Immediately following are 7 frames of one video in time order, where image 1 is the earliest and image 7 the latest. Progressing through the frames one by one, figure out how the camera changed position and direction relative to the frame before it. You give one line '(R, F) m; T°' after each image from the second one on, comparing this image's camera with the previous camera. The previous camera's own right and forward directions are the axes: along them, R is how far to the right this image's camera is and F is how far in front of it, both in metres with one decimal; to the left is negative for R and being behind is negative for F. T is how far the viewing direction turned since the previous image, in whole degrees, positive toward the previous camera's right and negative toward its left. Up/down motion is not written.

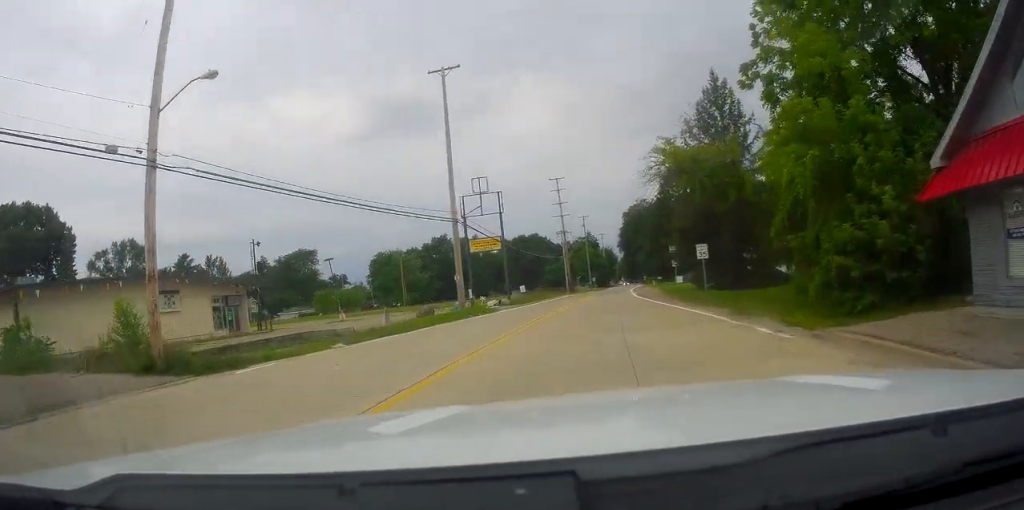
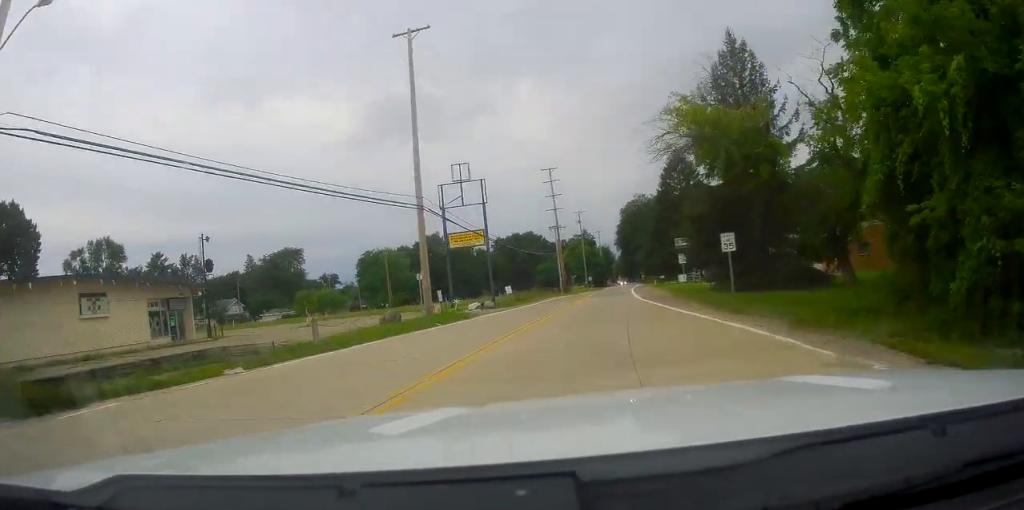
(-0.1, +7.3) m; +1°
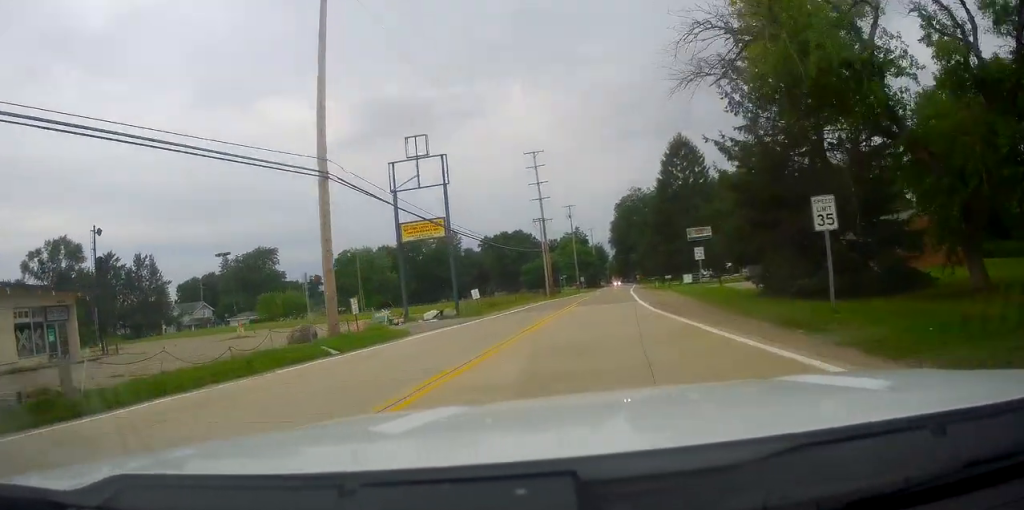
(+0.1, +11.7) m; +1°
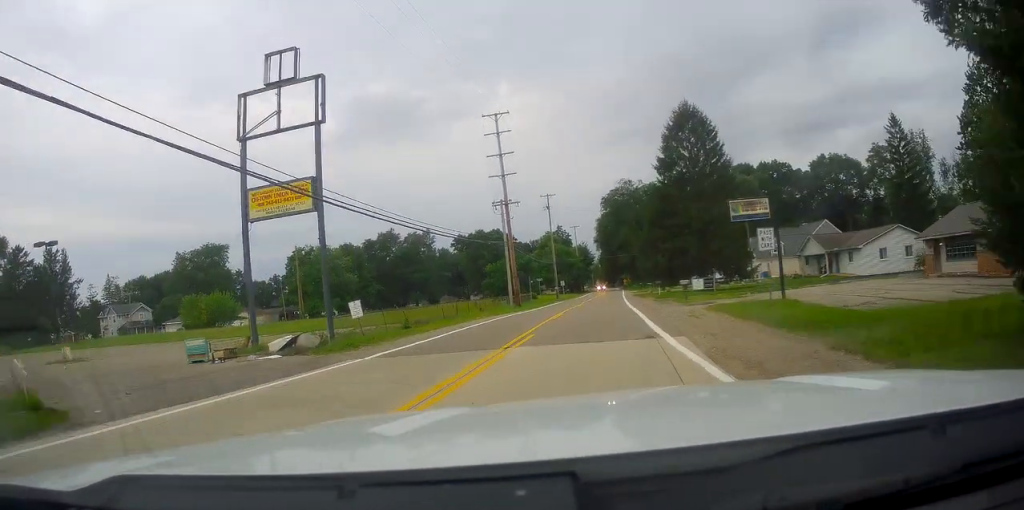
(+0.1, +18.6) m; 0°
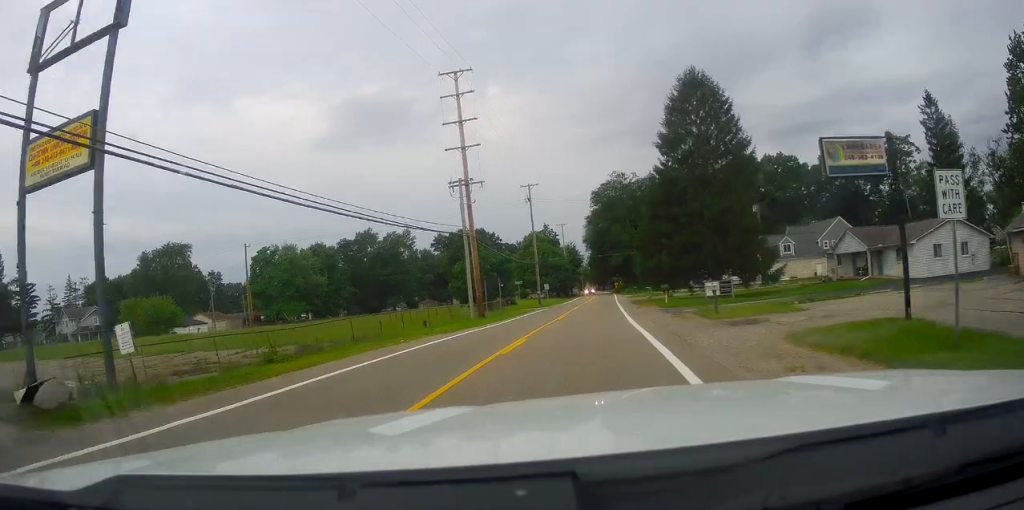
(-0.1, +12.3) m; +1°
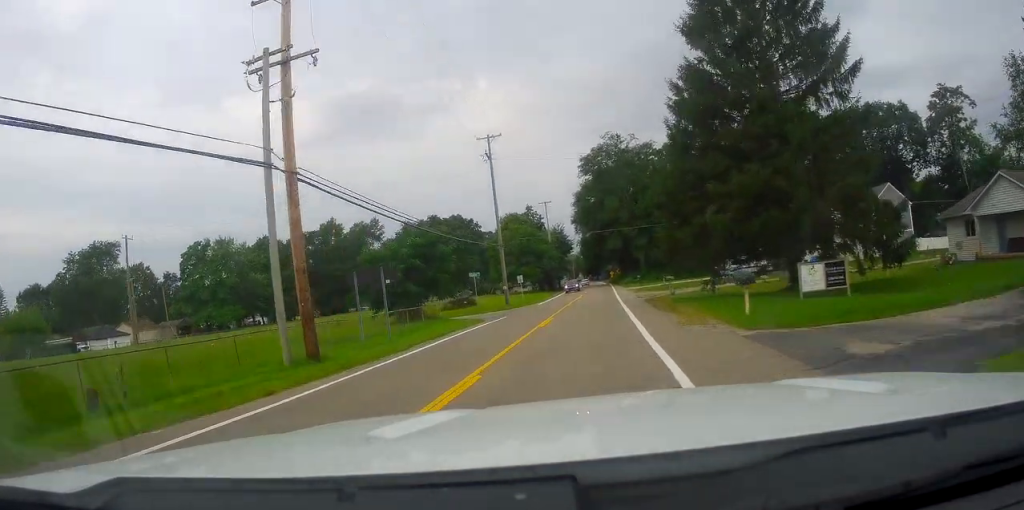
(+1.4, +24.0) m; +2°
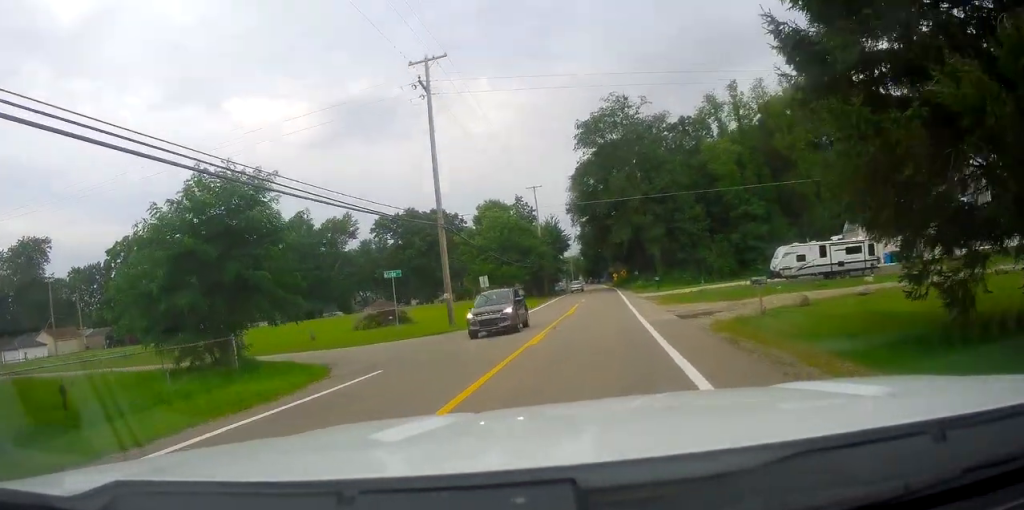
(-0.9, +23.2) m; 0°
